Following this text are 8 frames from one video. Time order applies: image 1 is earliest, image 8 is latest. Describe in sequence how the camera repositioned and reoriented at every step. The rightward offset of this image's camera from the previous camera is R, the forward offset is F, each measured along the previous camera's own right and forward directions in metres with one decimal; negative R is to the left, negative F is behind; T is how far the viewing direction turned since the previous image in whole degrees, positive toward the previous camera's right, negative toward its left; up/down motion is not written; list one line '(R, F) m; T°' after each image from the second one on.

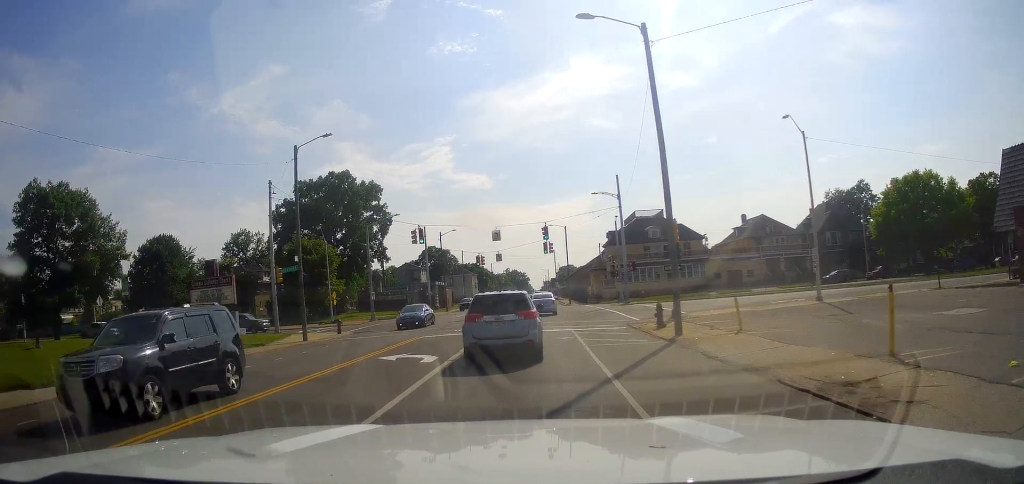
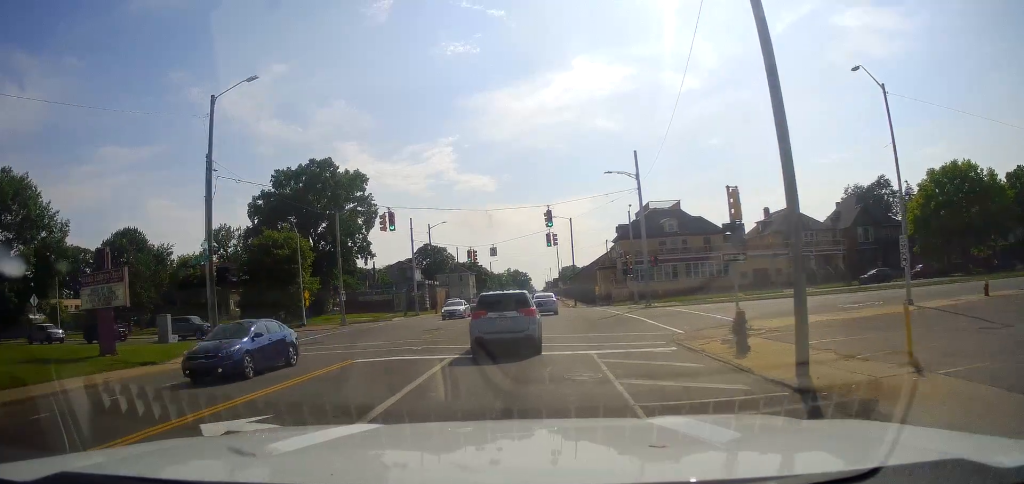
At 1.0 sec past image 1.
(+0.1, +9.6) m; +3°
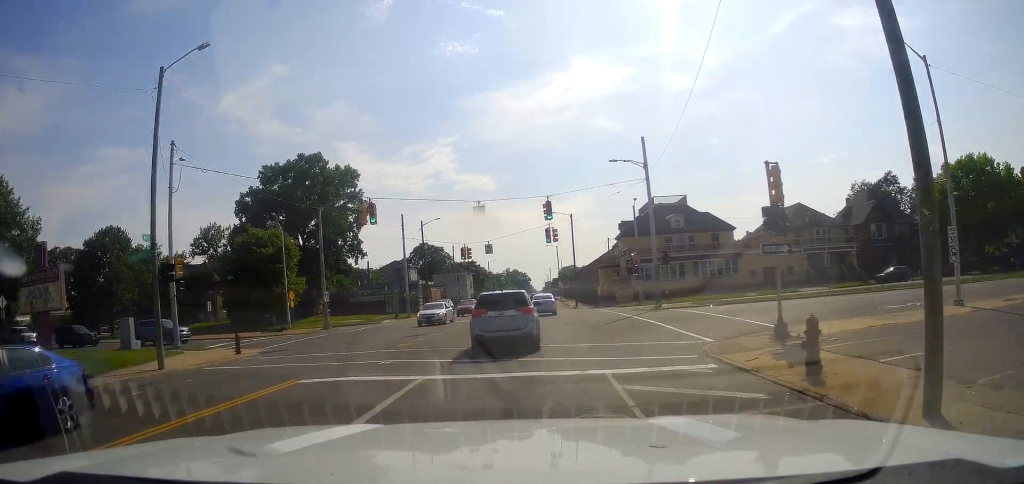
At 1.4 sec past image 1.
(+0.3, +4.0) m; +1°
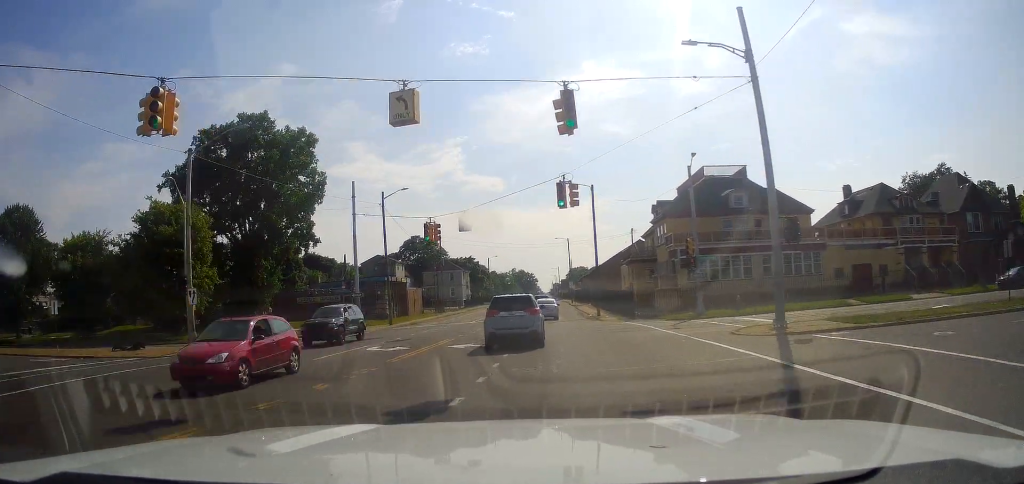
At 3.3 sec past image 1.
(-1.5, +19.6) m; -6°
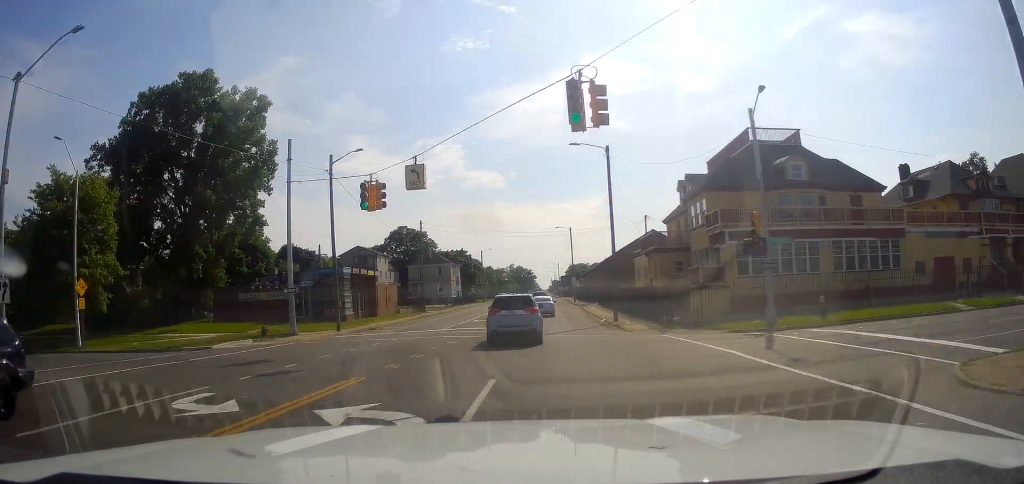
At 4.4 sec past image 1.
(+0.1, +12.1) m; +1°
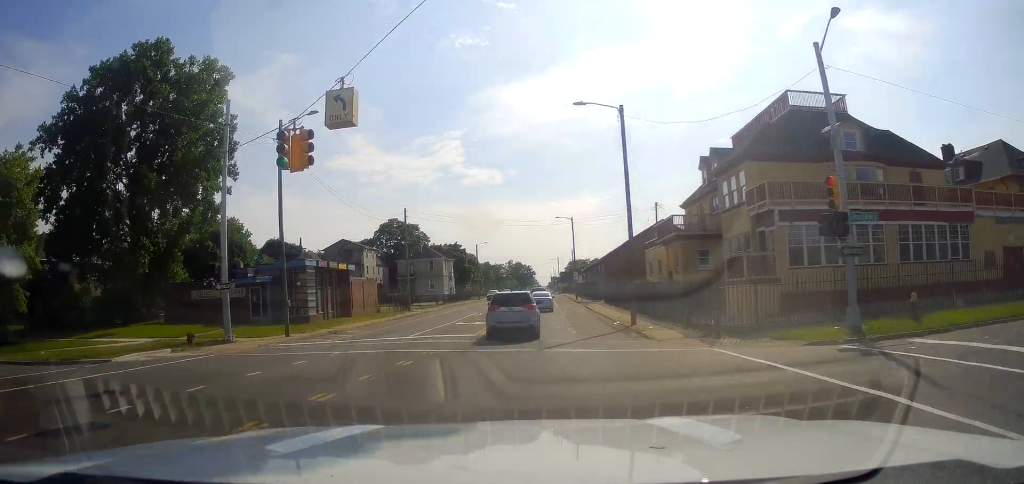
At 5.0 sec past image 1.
(+0.1, +7.4) m; +1°
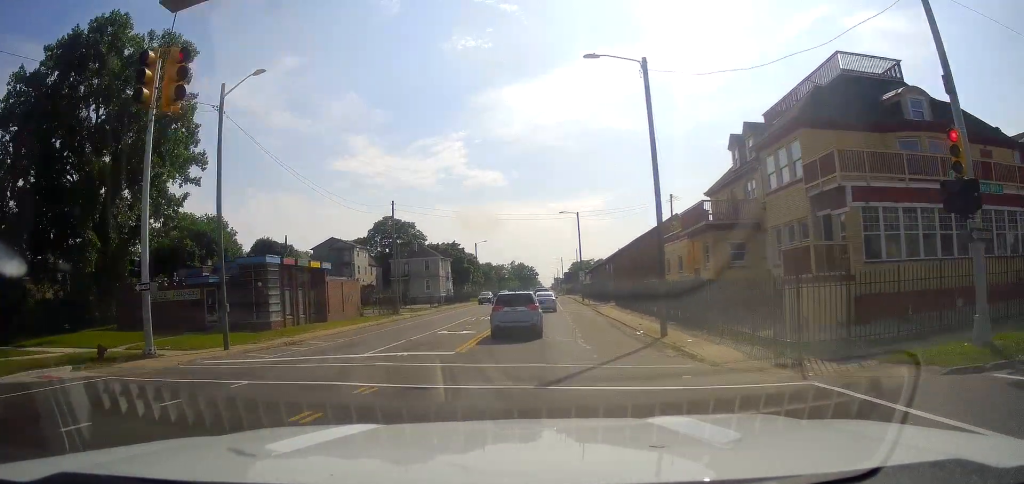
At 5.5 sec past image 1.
(0.0, +6.4) m; 0°
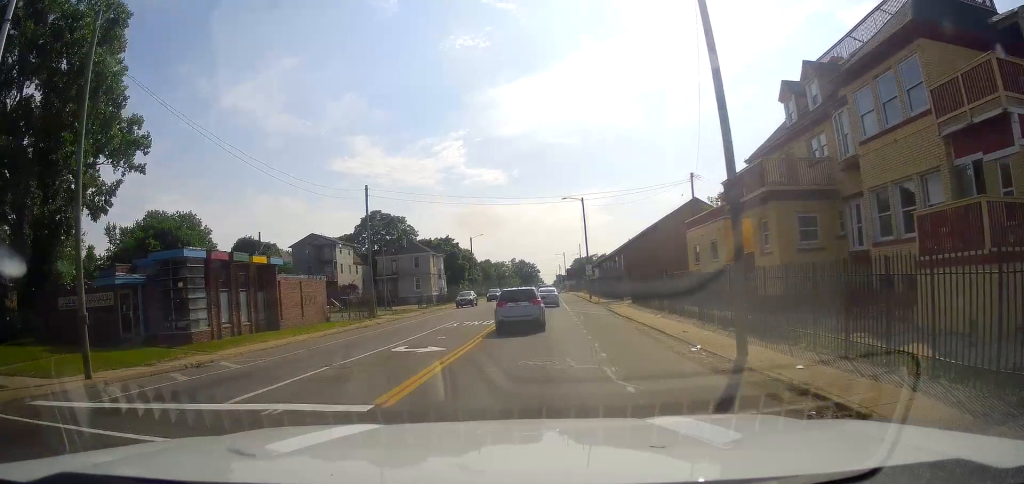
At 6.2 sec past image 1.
(+0.1, +8.6) m; 0°
